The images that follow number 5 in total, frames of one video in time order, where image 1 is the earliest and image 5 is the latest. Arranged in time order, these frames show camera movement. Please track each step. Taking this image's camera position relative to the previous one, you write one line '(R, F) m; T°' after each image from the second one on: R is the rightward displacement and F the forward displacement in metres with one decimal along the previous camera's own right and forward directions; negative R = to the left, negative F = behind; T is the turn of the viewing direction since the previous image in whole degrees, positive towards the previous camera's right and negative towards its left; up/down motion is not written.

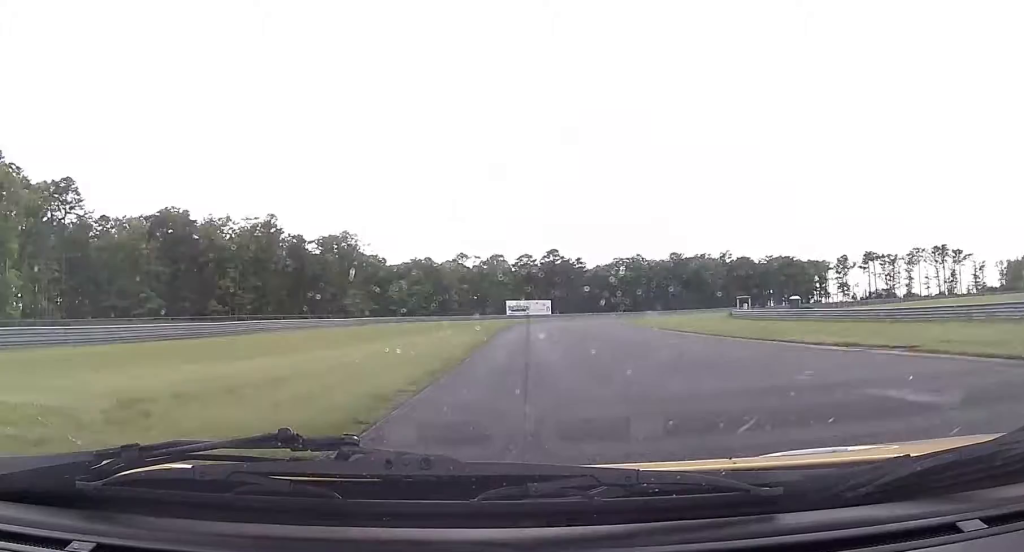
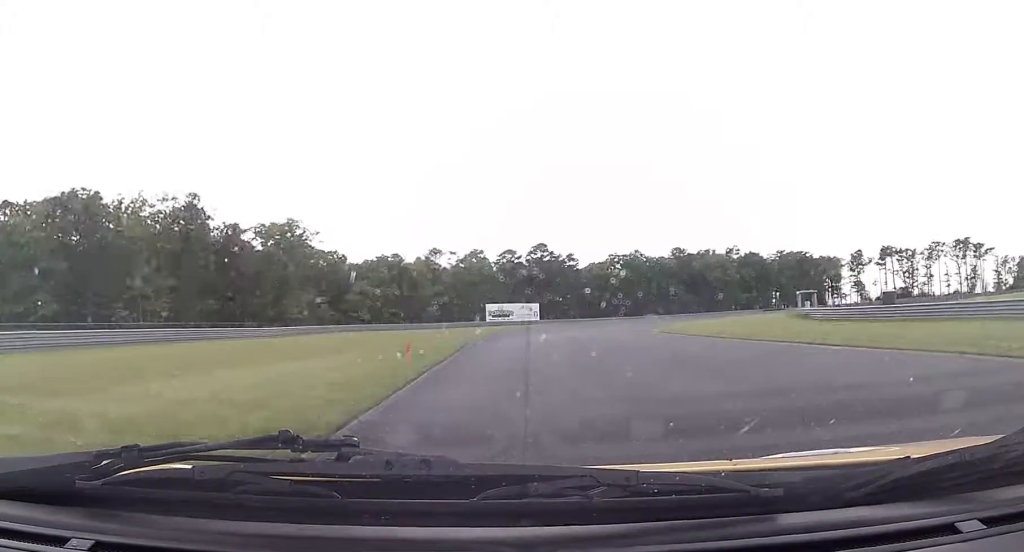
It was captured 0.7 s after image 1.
(+0.3, +25.0) m; +3°
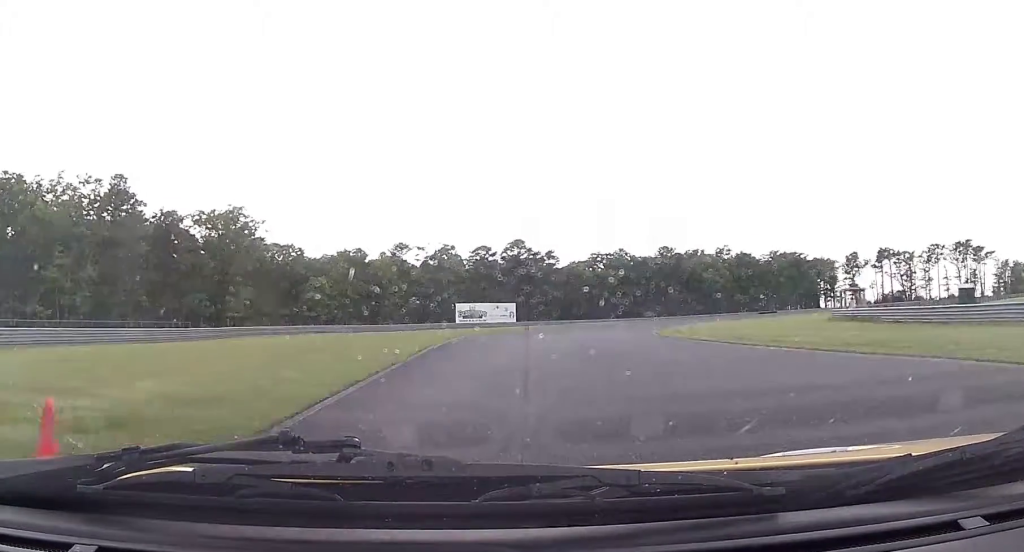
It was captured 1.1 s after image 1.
(0.0, +14.8) m; +3°
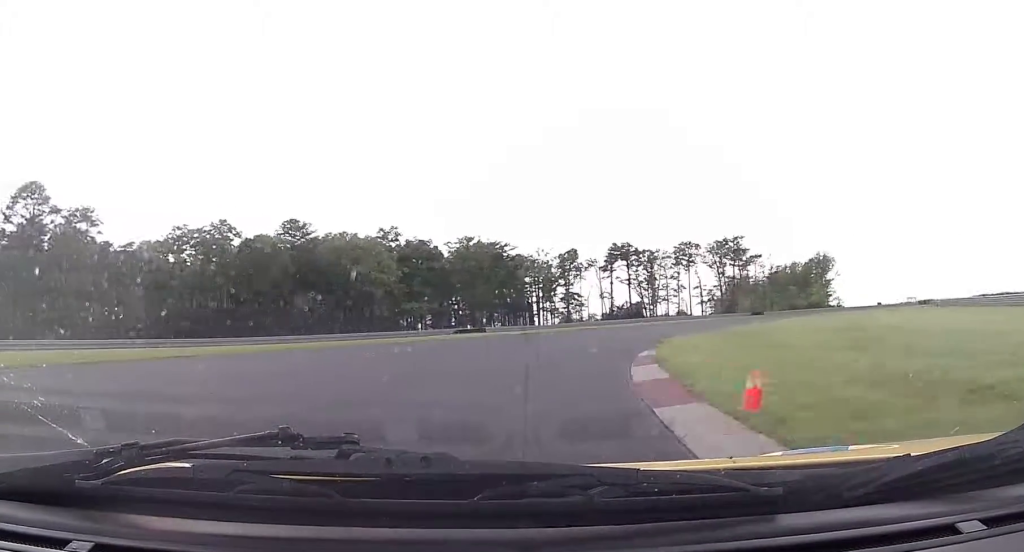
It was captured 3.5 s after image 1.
(+15.2, +72.0) m; +28°
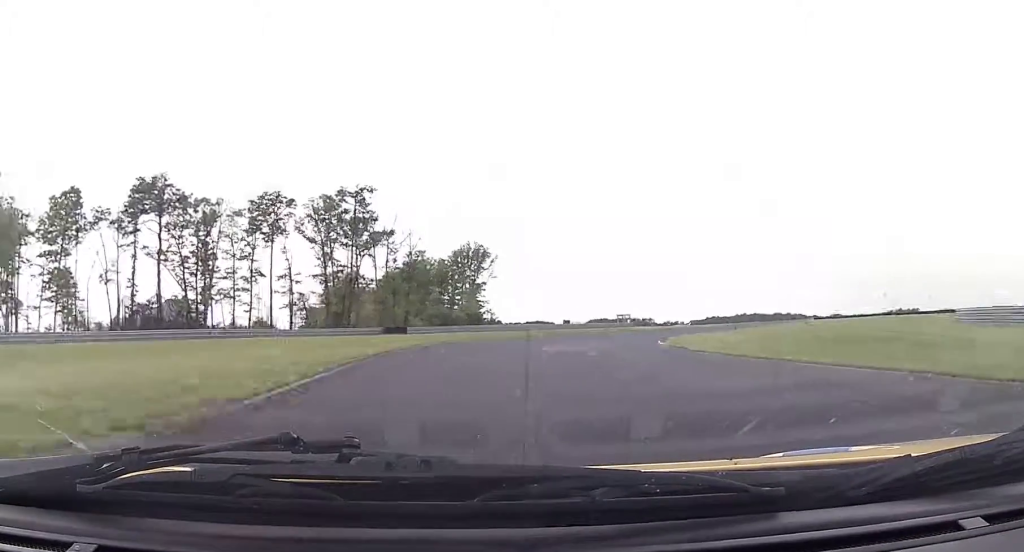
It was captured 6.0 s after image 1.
(+25.2, +70.7) m; +38°
